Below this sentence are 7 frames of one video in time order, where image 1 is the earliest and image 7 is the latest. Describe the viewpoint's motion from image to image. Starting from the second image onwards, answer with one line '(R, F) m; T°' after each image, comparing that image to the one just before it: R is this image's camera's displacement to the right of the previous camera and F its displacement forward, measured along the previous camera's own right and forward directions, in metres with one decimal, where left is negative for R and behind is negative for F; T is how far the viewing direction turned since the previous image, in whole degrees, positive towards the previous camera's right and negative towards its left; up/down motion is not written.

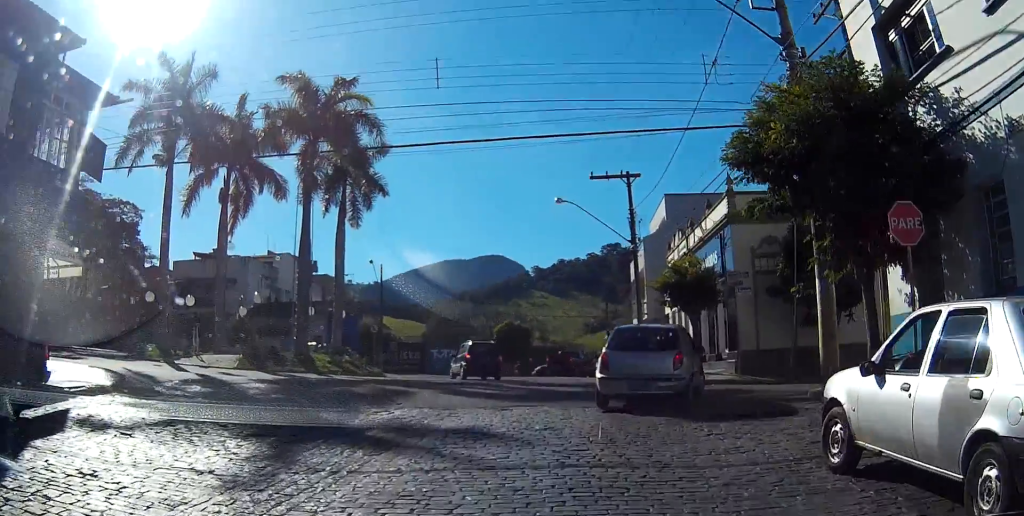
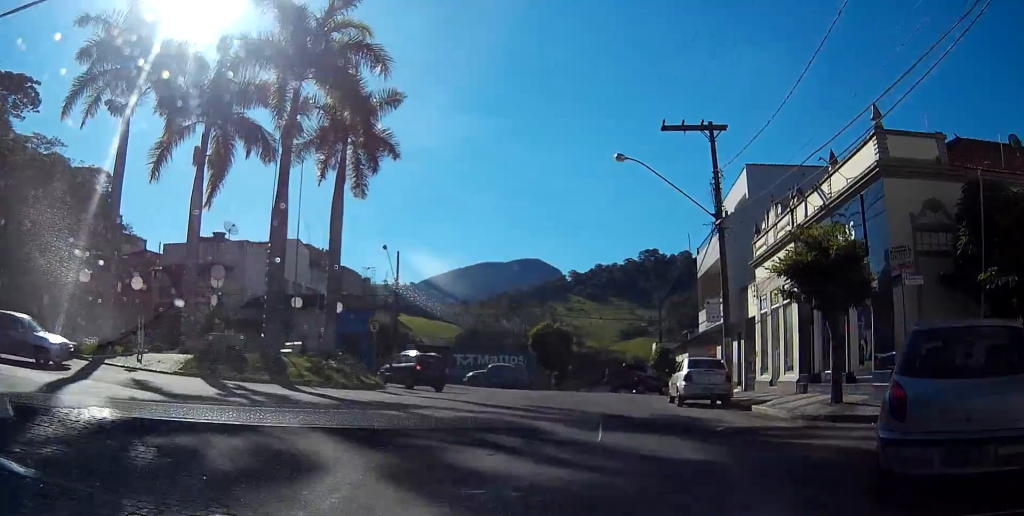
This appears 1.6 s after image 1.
(+0.1, +9.1) m; 0°
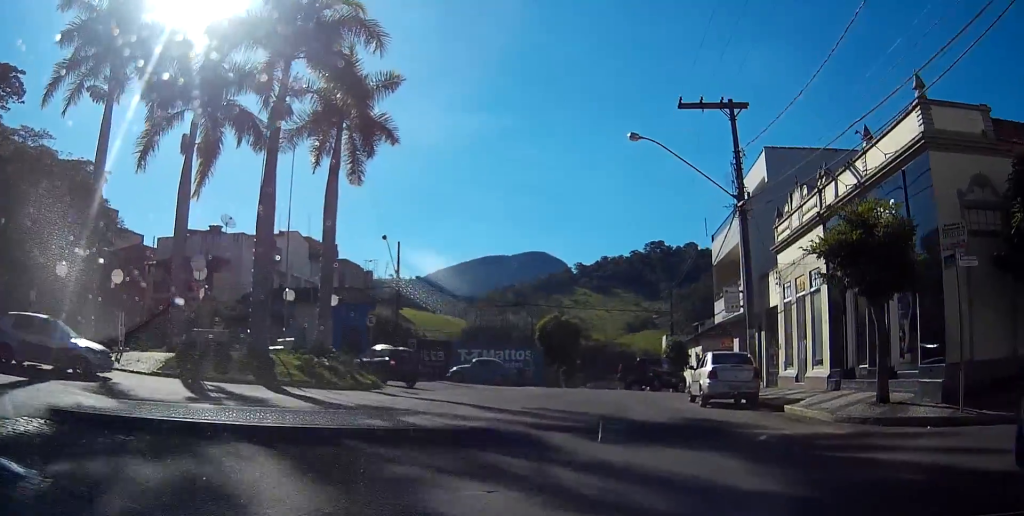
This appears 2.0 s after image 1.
(0.0, +2.3) m; -1°
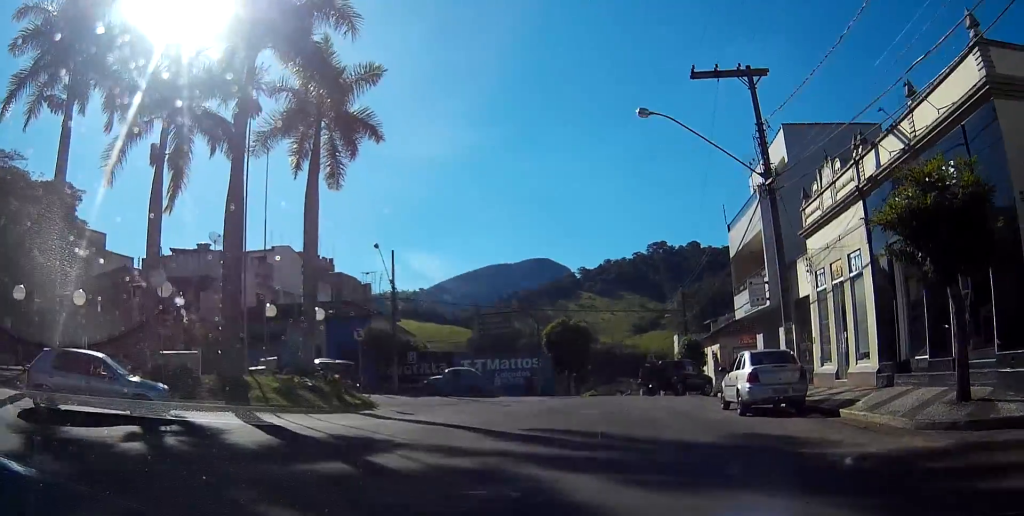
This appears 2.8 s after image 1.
(-0.1, +3.4) m; -2°
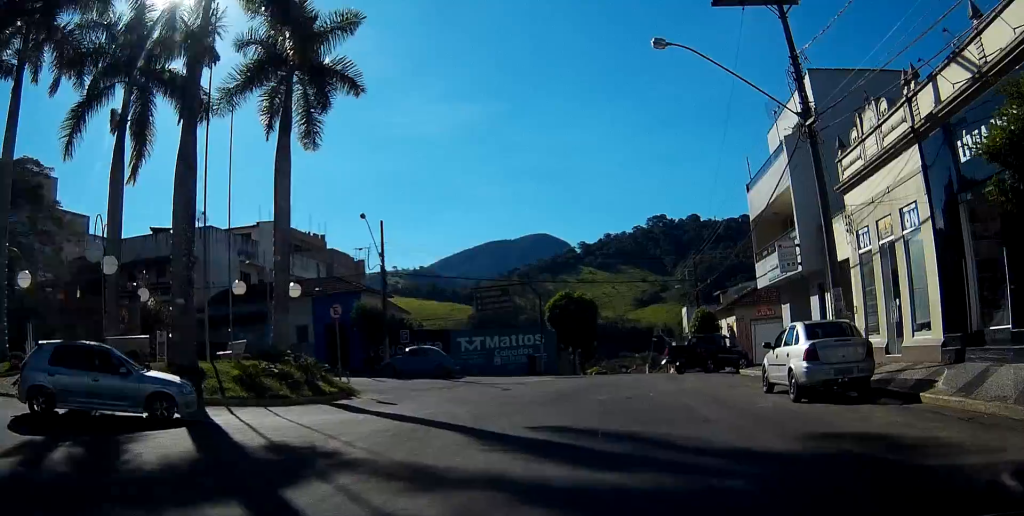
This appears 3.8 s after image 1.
(-0.1, +4.3) m; -2°
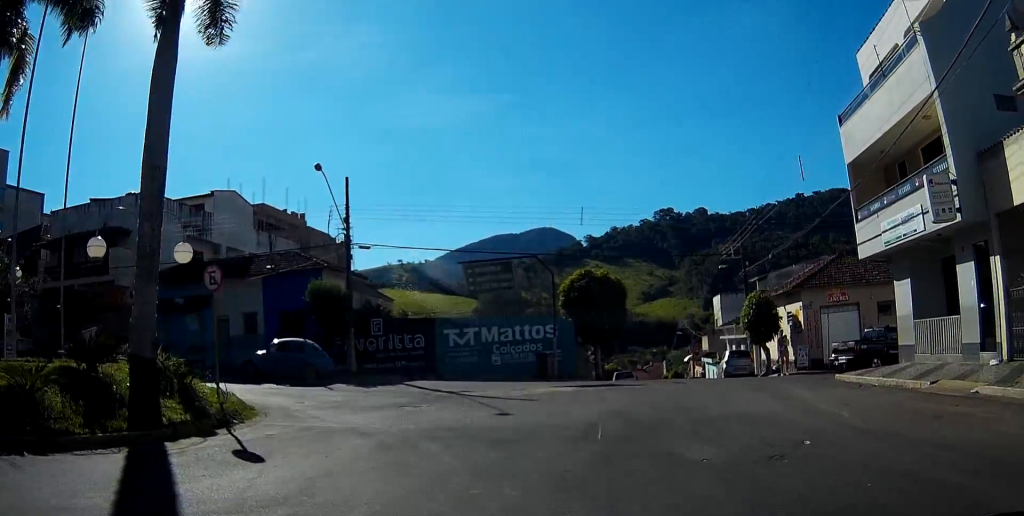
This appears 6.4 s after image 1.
(-0.1, +9.6) m; -2°
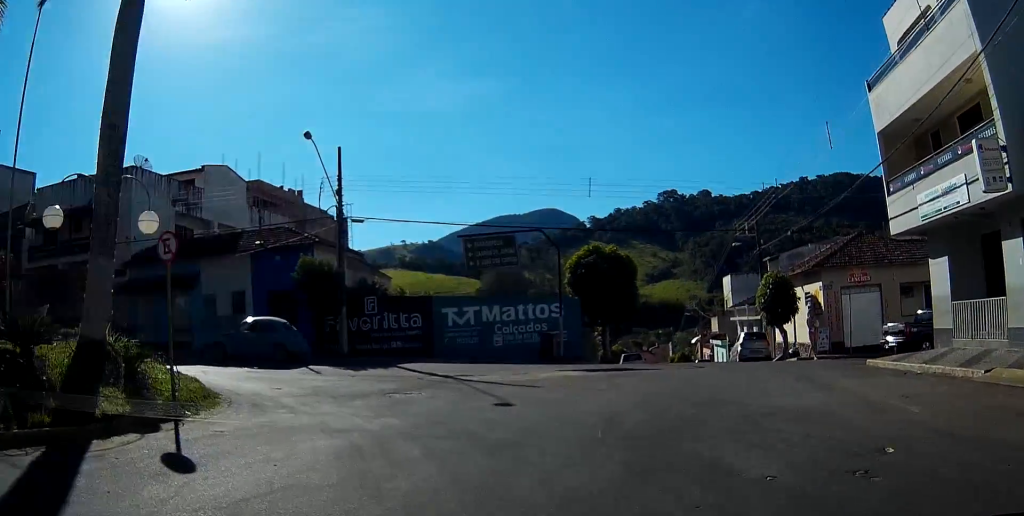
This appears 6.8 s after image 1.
(0.0, +1.8) m; -1°
